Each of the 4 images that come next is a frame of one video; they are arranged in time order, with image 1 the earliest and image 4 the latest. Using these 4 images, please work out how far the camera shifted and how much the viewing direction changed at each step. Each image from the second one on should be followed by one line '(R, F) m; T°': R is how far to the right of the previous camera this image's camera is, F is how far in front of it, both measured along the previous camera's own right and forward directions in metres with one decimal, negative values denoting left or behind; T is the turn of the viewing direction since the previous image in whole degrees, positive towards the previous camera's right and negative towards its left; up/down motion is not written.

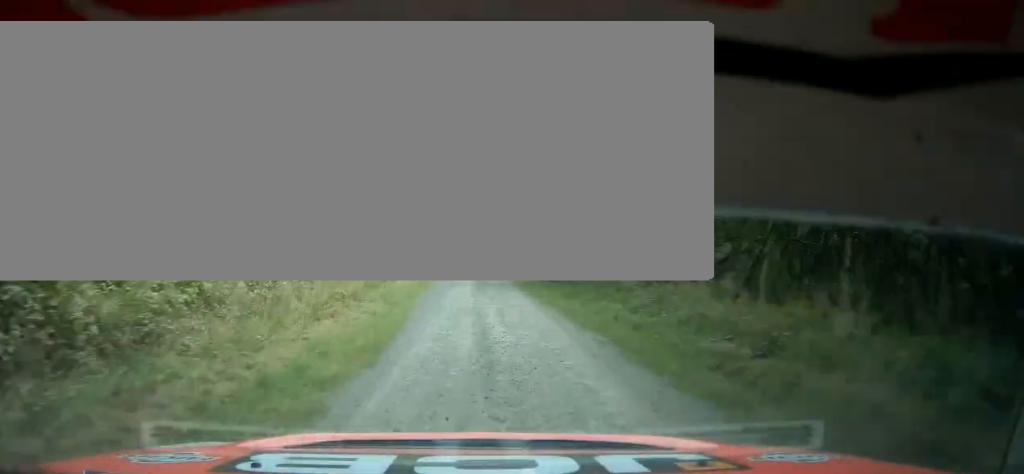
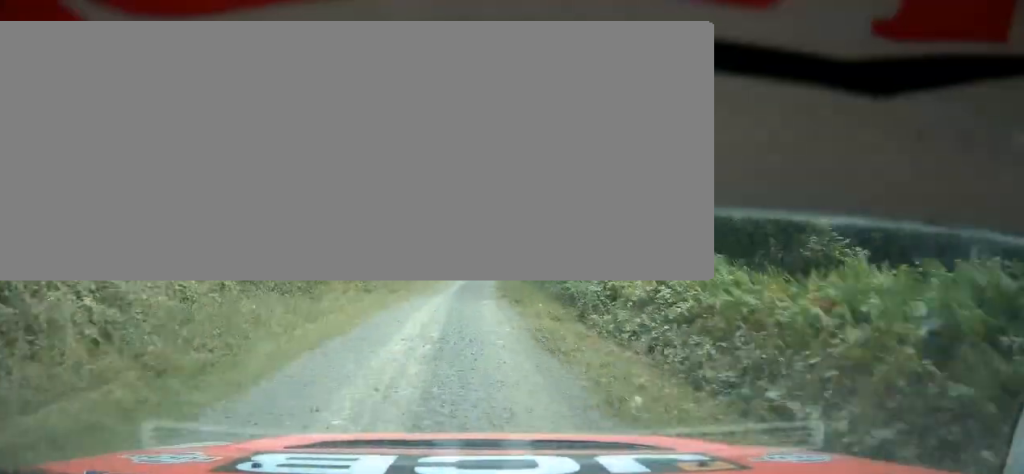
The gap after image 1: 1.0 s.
(+0.6, +34.2) m; +4°
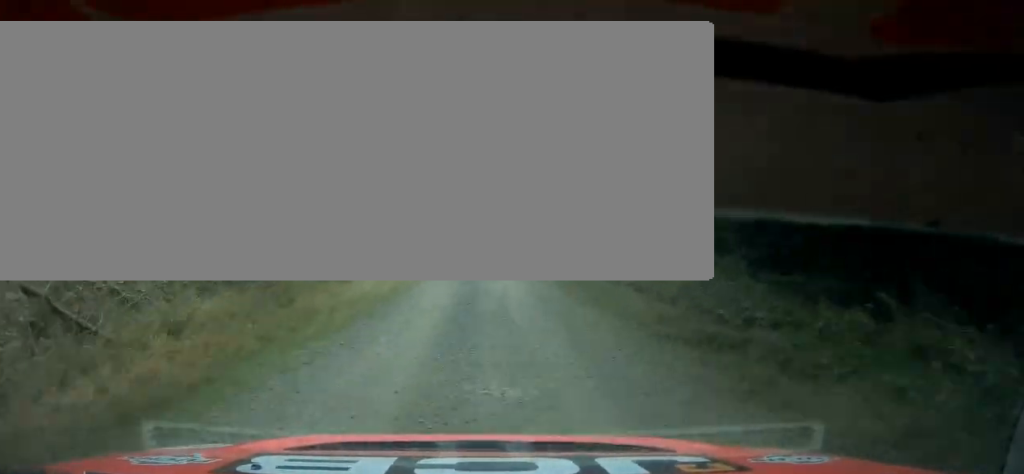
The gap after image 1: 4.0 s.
(+6.8, +95.7) m; -2°
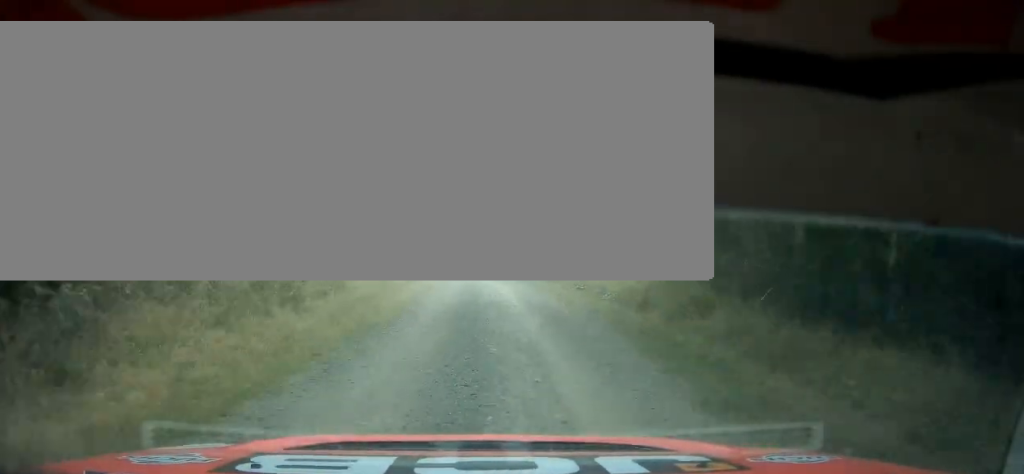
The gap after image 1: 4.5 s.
(+0.6, +12.6) m; -4°
